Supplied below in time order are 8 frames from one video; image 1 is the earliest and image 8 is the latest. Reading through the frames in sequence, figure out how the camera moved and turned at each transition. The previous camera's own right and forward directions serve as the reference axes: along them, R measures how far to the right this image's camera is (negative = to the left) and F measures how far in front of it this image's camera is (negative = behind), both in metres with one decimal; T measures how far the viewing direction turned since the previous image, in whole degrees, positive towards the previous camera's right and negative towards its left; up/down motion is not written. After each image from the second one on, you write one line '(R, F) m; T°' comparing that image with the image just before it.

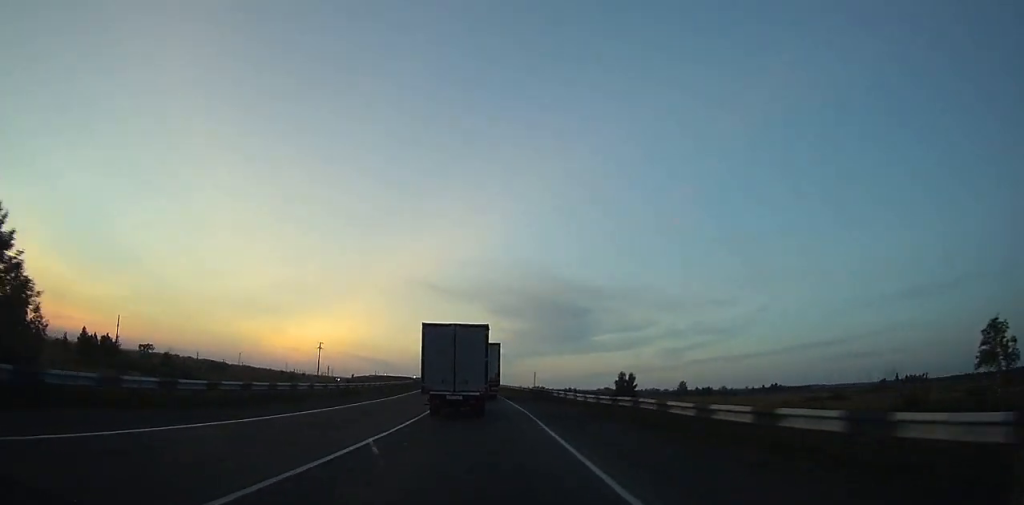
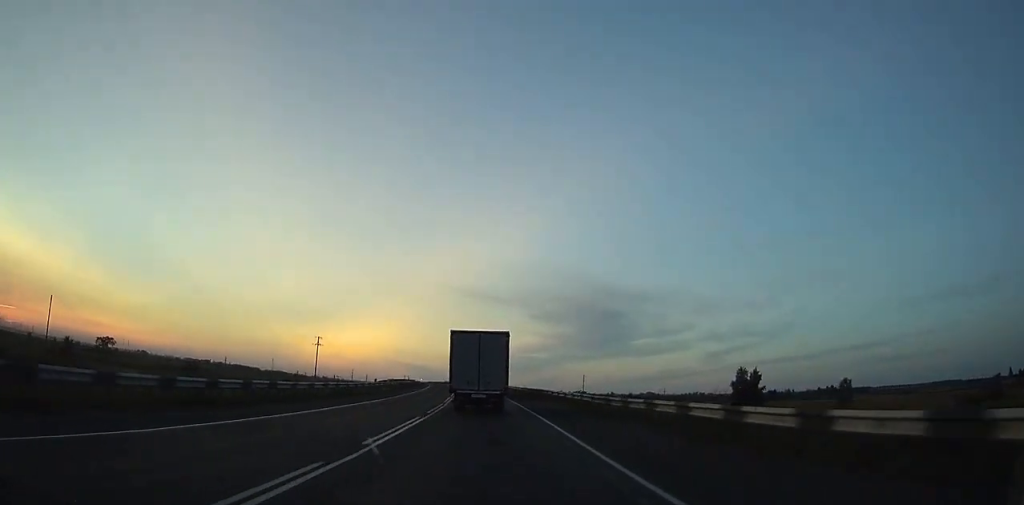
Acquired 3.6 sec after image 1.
(-2.1, +68.6) m; -4°
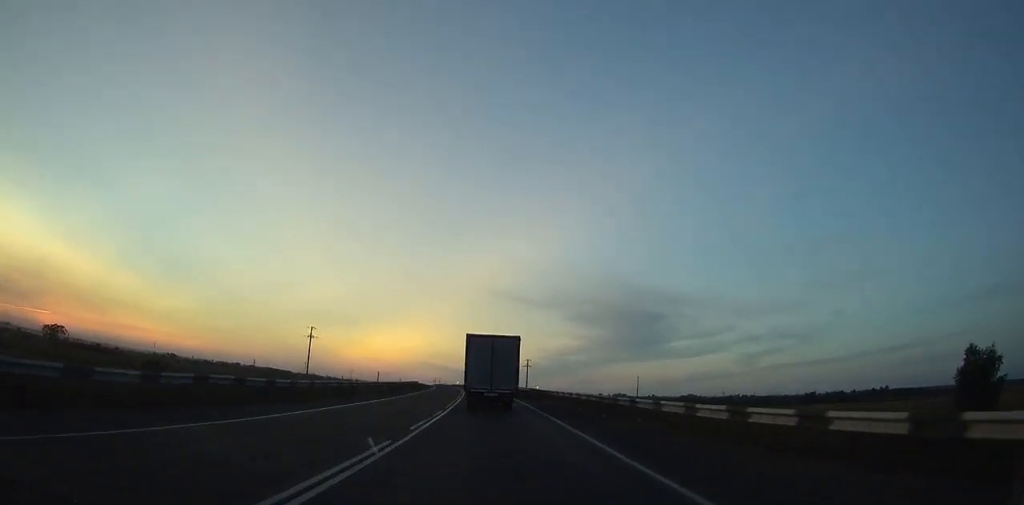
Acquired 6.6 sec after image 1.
(-1.9, +56.5) m; -4°
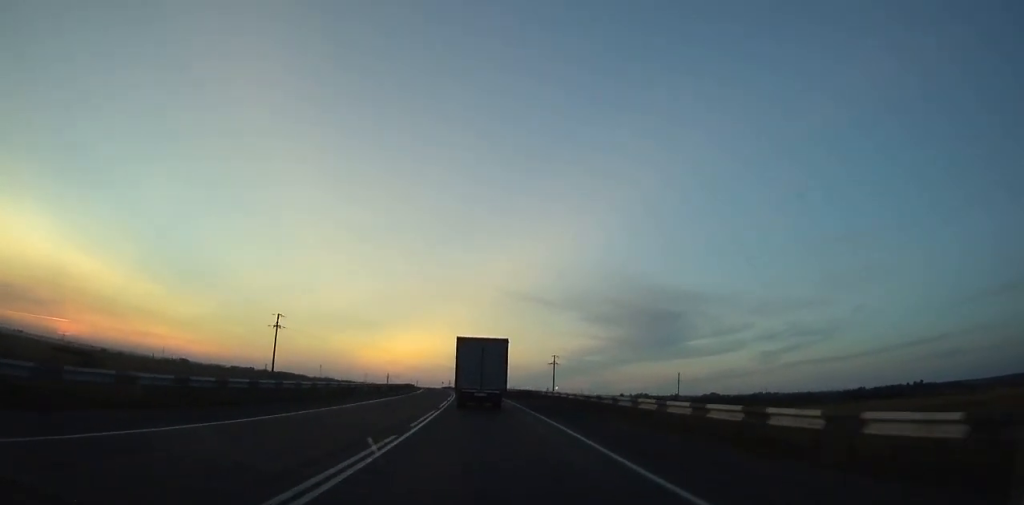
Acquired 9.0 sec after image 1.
(-1.1, +44.9) m; -2°
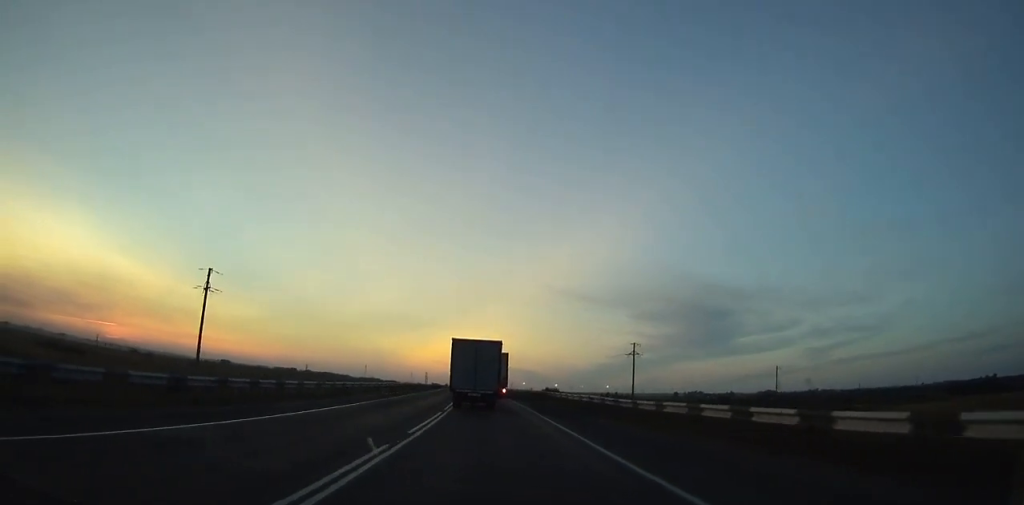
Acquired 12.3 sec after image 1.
(-1.6, +61.2) m; -3°
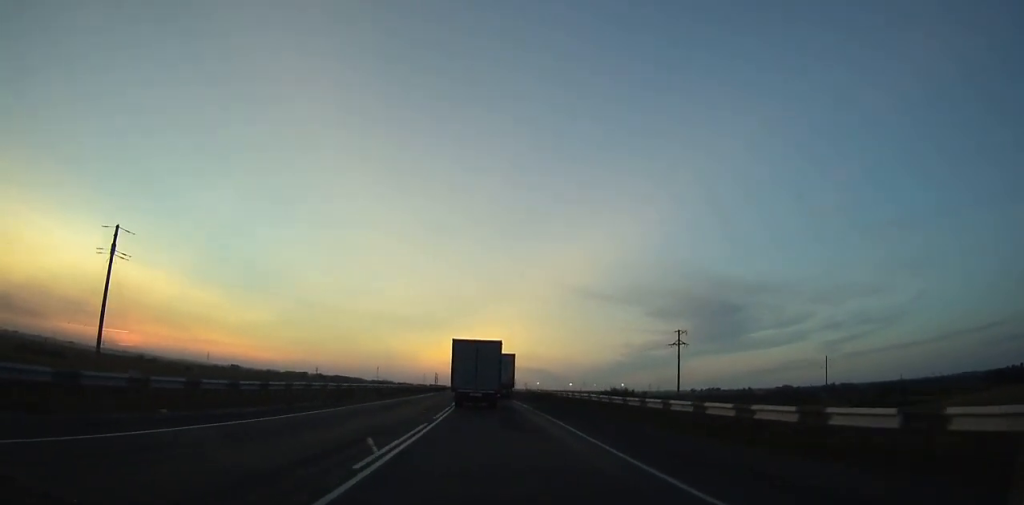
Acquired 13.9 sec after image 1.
(-0.5, +29.3) m; -1°
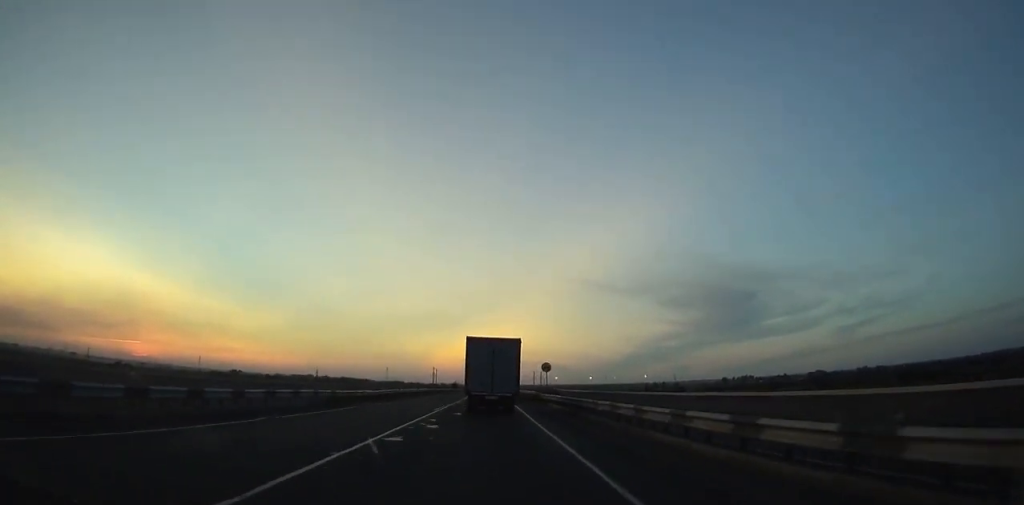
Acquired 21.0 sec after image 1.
(-4.4, +126.3) m; -3°
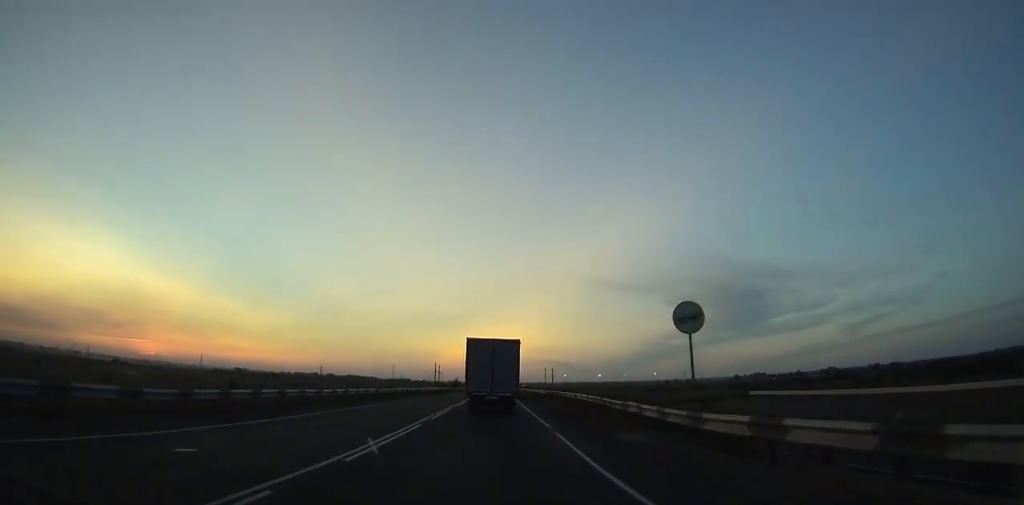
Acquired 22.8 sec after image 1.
(-0.1, +31.3) m; 0°
